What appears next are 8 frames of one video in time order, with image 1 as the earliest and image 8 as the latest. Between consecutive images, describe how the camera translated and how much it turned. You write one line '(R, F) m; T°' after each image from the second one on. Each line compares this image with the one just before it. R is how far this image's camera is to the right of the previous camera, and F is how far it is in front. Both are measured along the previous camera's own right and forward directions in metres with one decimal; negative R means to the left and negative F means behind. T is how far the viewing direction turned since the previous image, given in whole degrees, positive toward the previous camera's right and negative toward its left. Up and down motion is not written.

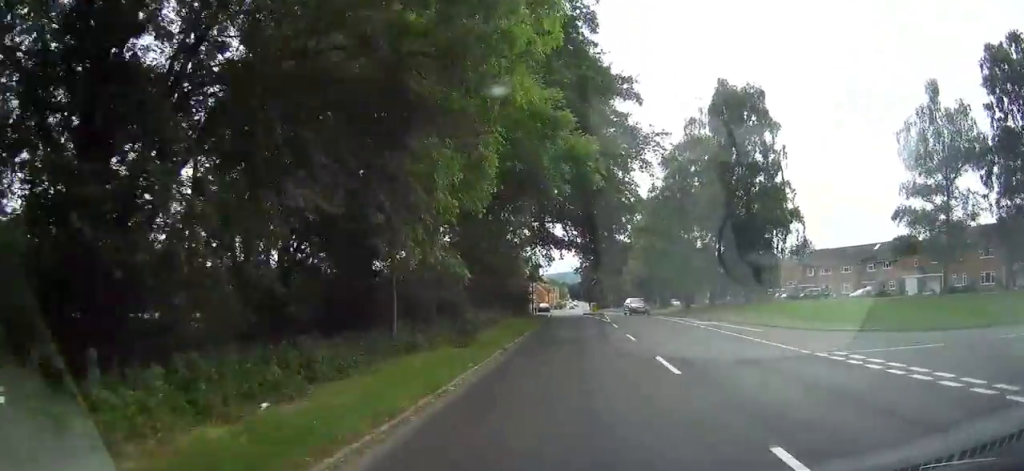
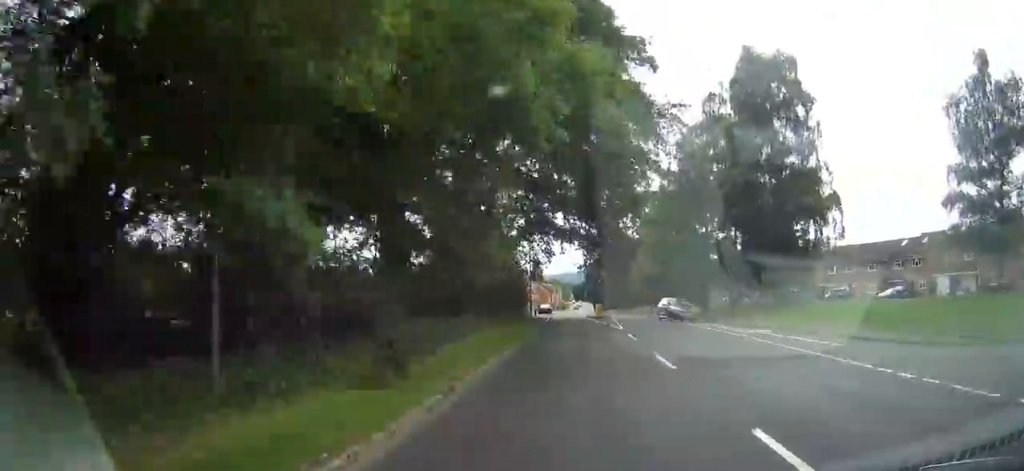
(-0.1, +8.2) m; -1°
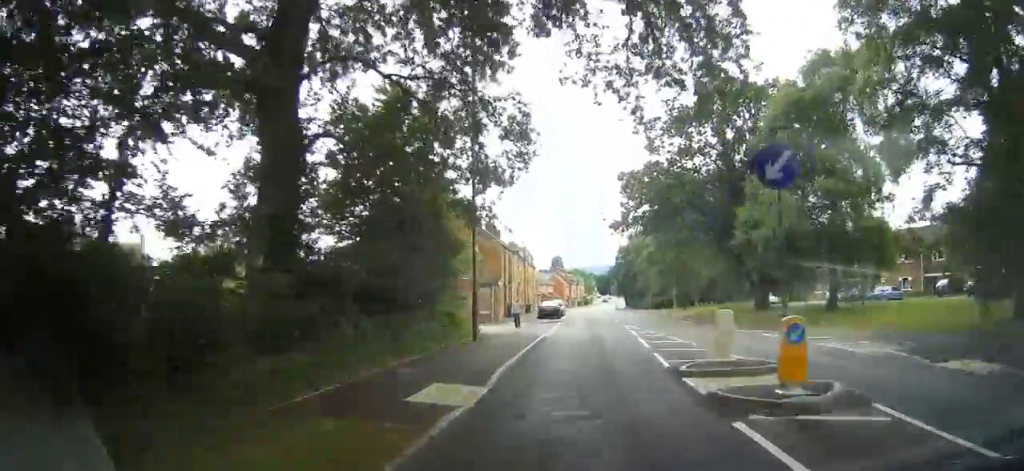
(-0.8, +43.7) m; -1°
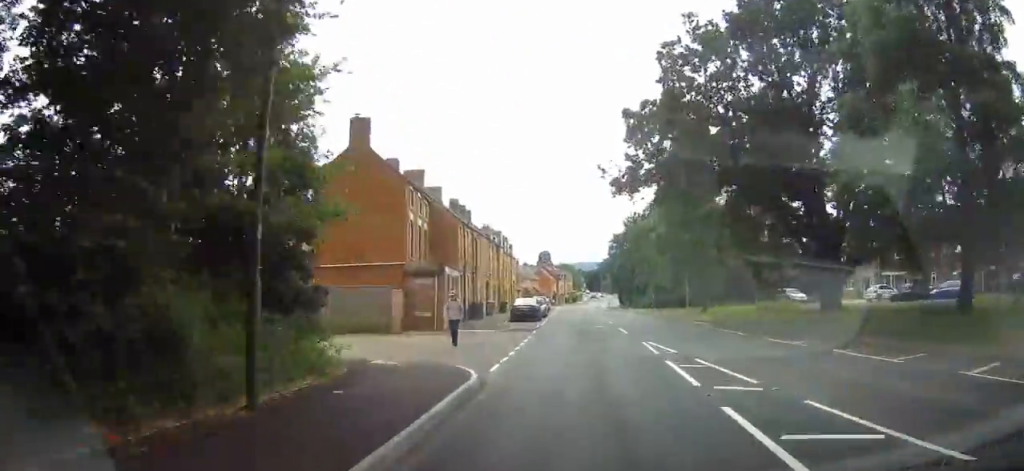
(0.0, +13.9) m; +1°
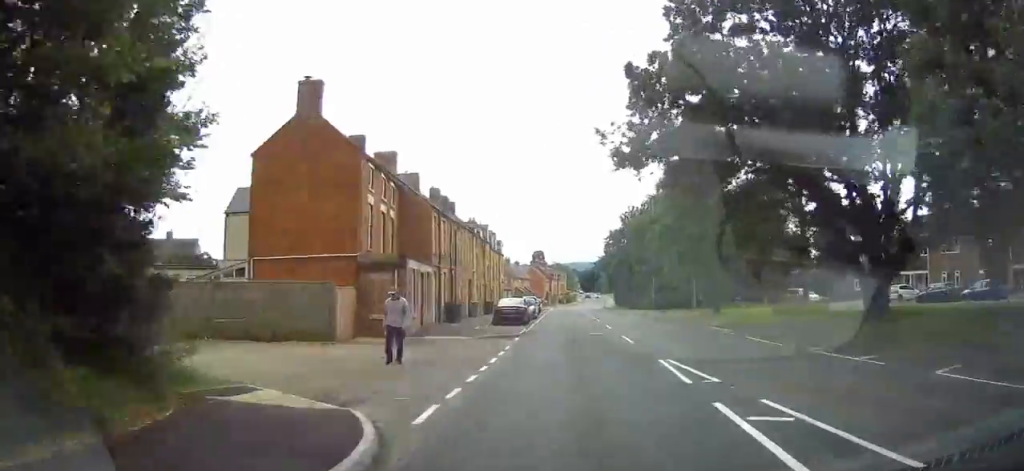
(0.0, +5.5) m; 0°
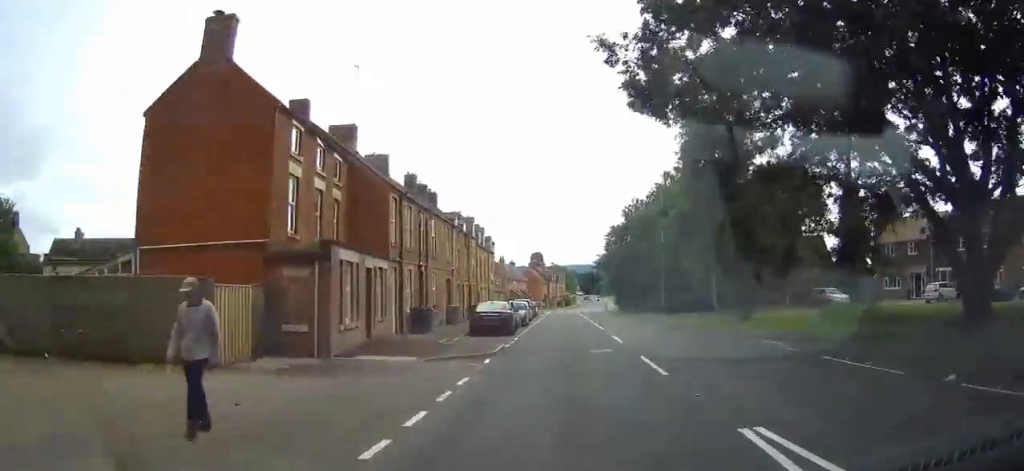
(+0.1, +7.2) m; 0°
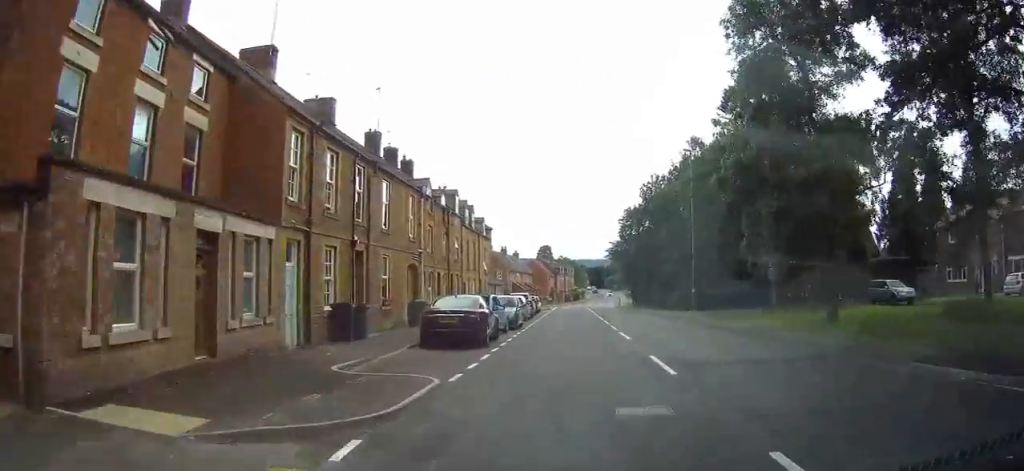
(+0.1, +10.2) m; 0°
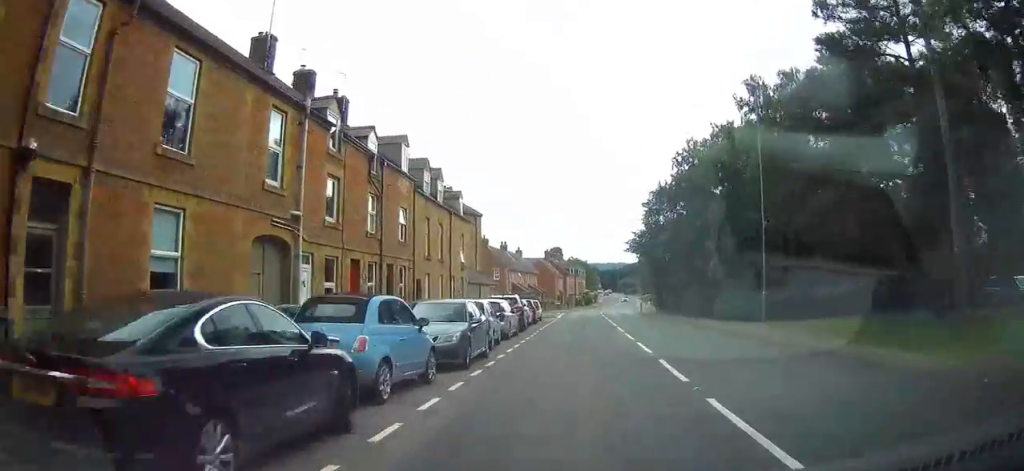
(-0.2, +14.0) m; -1°
